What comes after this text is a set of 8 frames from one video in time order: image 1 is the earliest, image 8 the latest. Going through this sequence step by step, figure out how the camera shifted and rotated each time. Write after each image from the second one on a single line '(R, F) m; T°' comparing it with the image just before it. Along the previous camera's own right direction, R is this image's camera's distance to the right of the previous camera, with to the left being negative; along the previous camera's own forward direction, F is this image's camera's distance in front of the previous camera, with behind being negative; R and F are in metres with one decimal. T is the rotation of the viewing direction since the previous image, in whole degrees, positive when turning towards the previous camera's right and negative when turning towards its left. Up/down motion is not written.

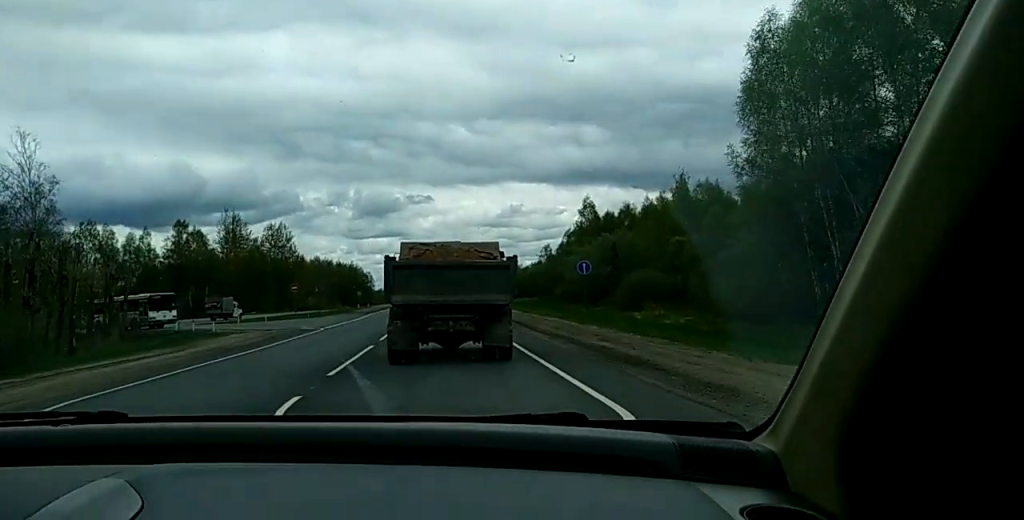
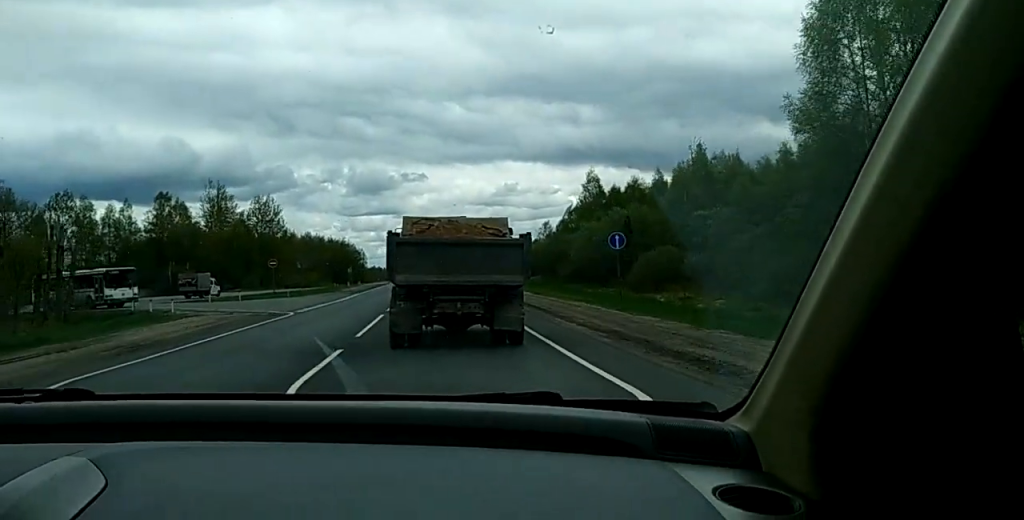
(0.0, +8.0) m; -1°
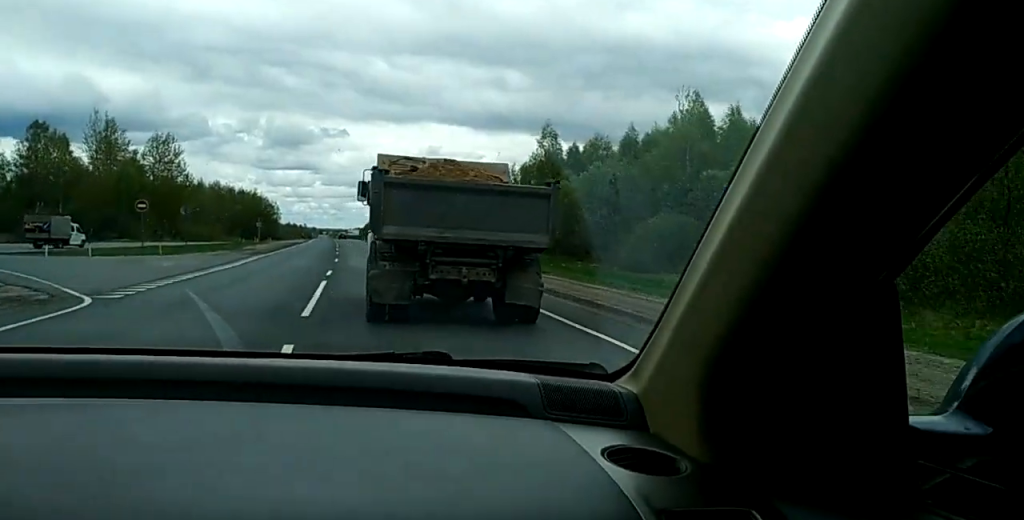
(-0.4, +18.8) m; -1°
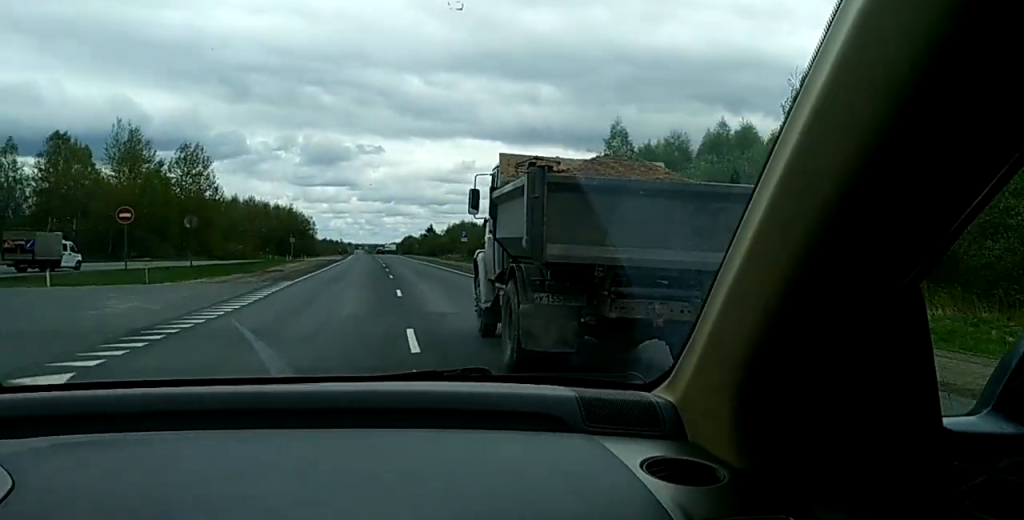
(0.0, +14.4) m; +1°
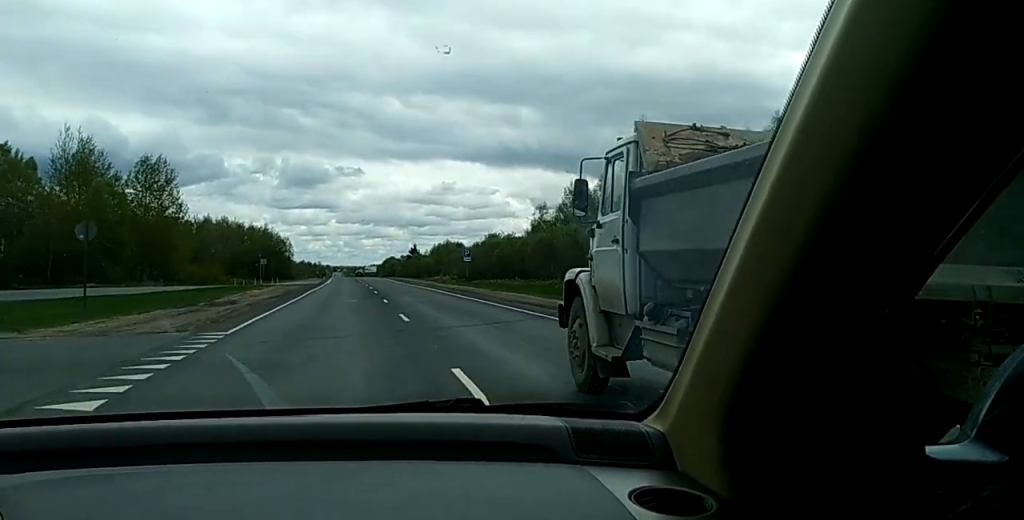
(0.0, +14.8) m; +1°
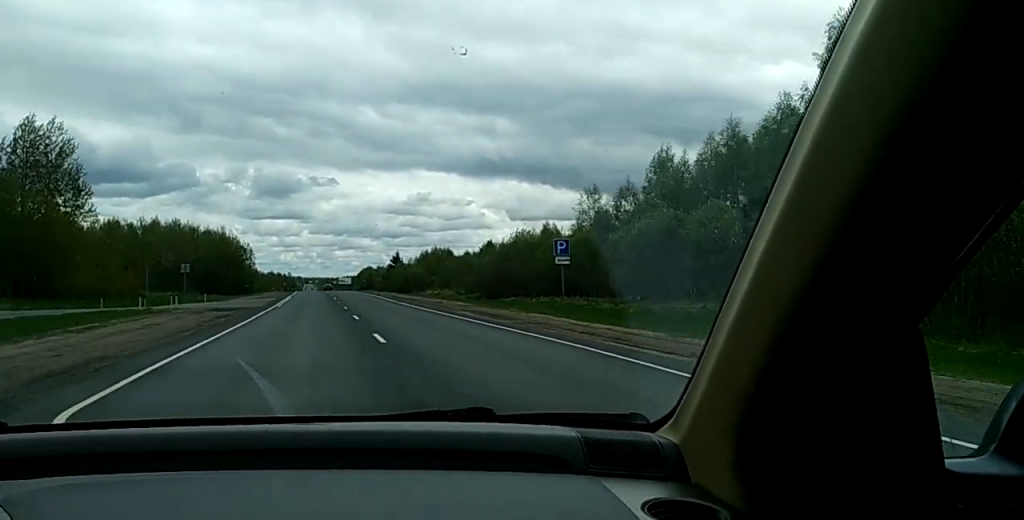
(+0.9, +40.3) m; +3°
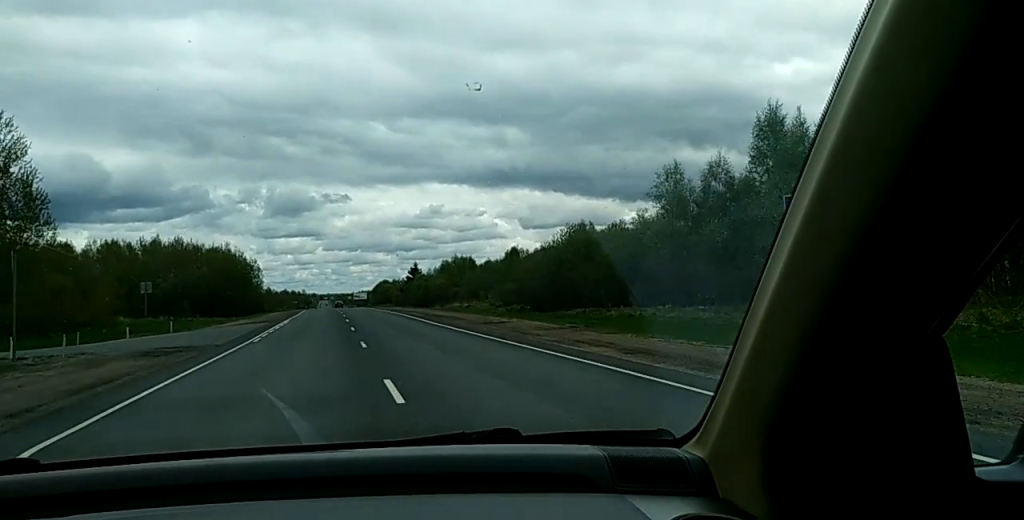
(+0.5, +19.4) m; +1°
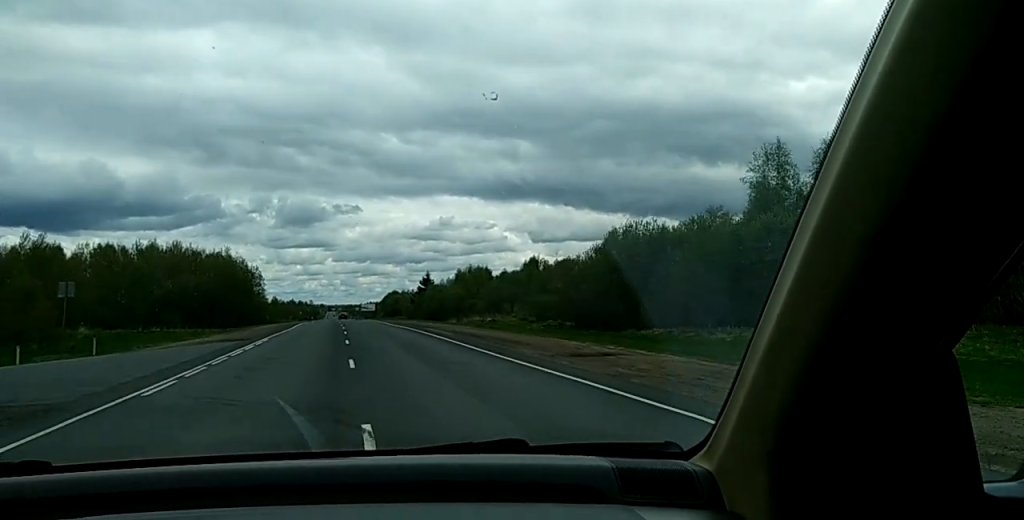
(+0.5, +15.5) m; 0°
